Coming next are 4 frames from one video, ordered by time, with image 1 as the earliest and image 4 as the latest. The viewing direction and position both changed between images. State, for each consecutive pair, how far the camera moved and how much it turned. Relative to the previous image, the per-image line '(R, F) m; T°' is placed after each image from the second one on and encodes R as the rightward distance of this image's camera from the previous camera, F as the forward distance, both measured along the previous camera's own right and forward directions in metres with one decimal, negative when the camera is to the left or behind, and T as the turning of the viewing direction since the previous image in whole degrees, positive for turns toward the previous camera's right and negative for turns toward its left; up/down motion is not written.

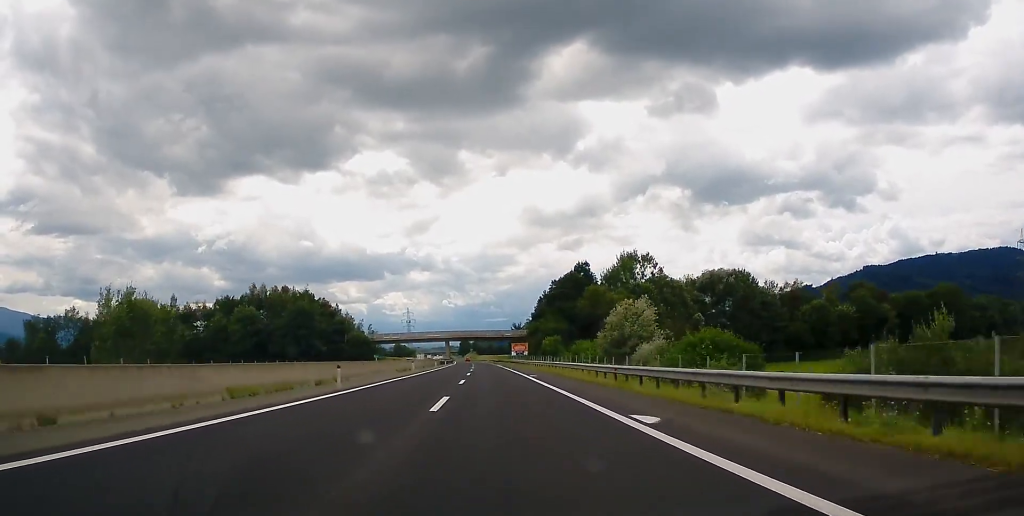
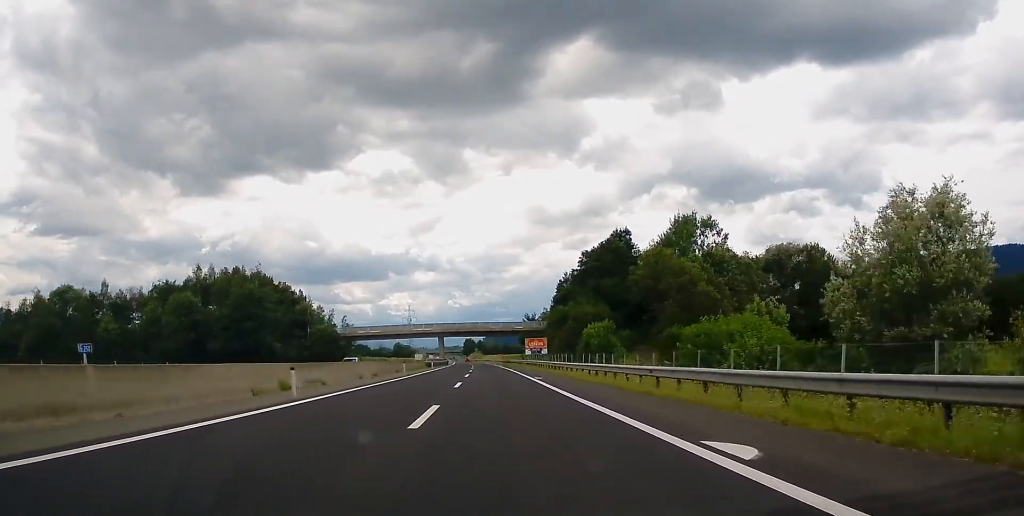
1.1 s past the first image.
(-0.6, +40.2) m; -1°
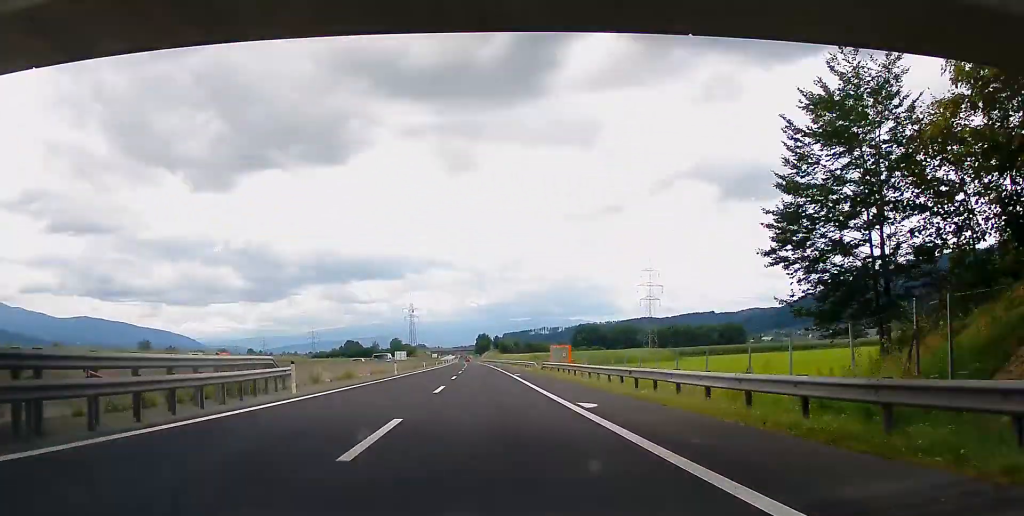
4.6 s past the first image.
(+0.1, +129.7) m; -1°
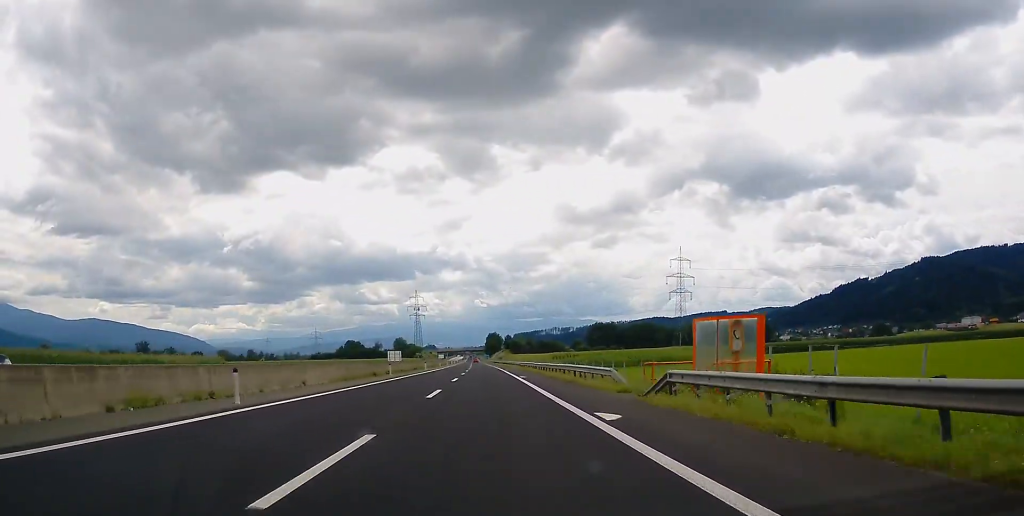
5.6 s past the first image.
(-0.3, +38.4) m; -1°
